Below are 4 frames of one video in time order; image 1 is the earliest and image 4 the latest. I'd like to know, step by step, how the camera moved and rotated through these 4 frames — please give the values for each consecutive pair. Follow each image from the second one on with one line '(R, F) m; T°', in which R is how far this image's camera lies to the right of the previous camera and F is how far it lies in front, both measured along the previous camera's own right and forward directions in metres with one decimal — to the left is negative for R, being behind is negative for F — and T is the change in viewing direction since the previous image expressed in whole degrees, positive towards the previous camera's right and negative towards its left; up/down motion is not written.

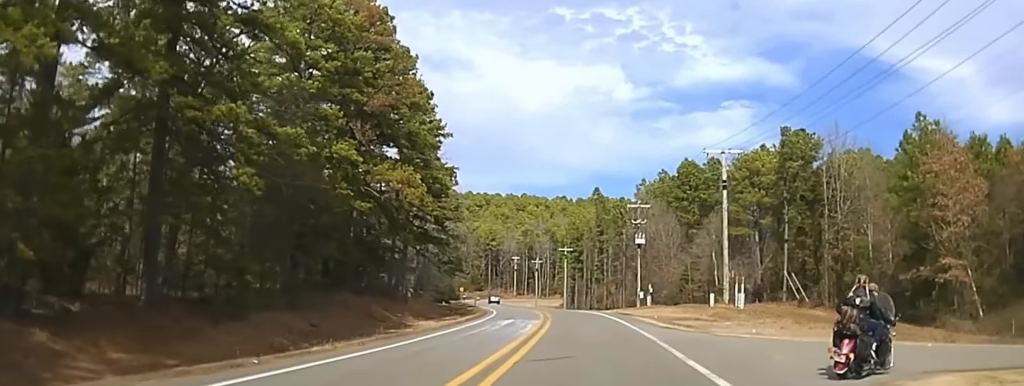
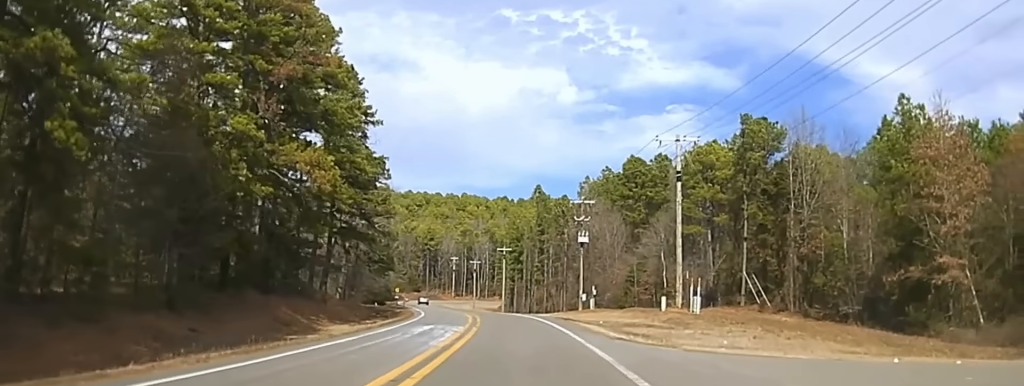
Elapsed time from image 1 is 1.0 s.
(-0.1, +8.5) m; +7°
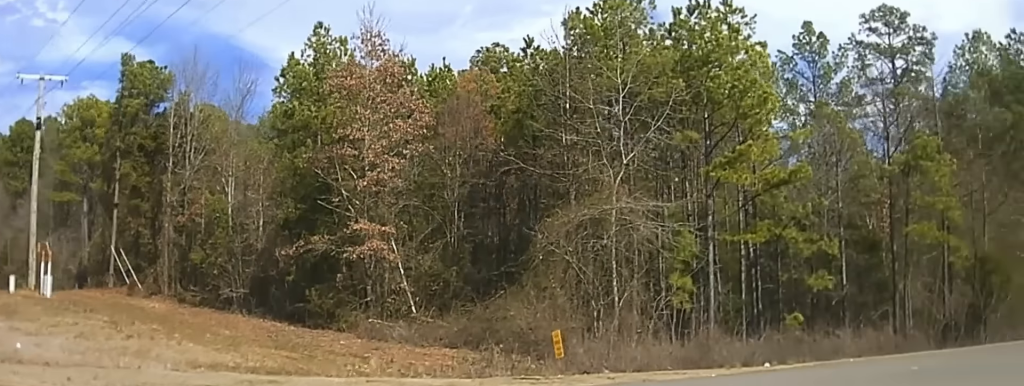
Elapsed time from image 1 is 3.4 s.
(+5.7, +11.4) m; +52°
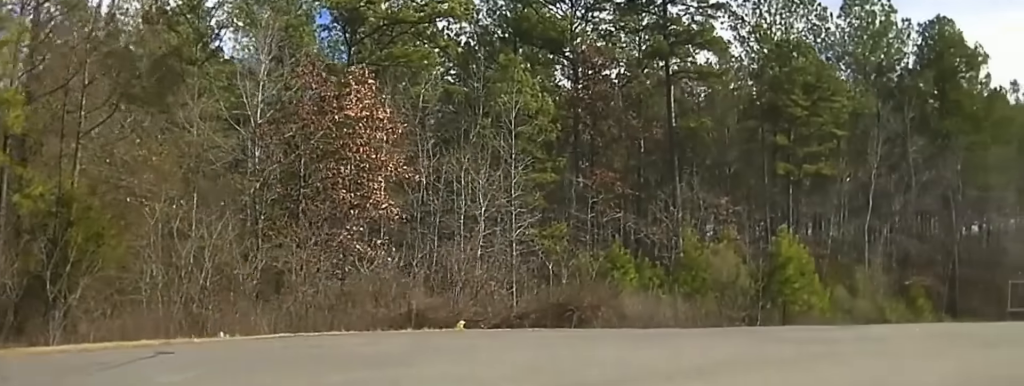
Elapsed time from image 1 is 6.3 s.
(+4.0, +10.1) m; +48°
